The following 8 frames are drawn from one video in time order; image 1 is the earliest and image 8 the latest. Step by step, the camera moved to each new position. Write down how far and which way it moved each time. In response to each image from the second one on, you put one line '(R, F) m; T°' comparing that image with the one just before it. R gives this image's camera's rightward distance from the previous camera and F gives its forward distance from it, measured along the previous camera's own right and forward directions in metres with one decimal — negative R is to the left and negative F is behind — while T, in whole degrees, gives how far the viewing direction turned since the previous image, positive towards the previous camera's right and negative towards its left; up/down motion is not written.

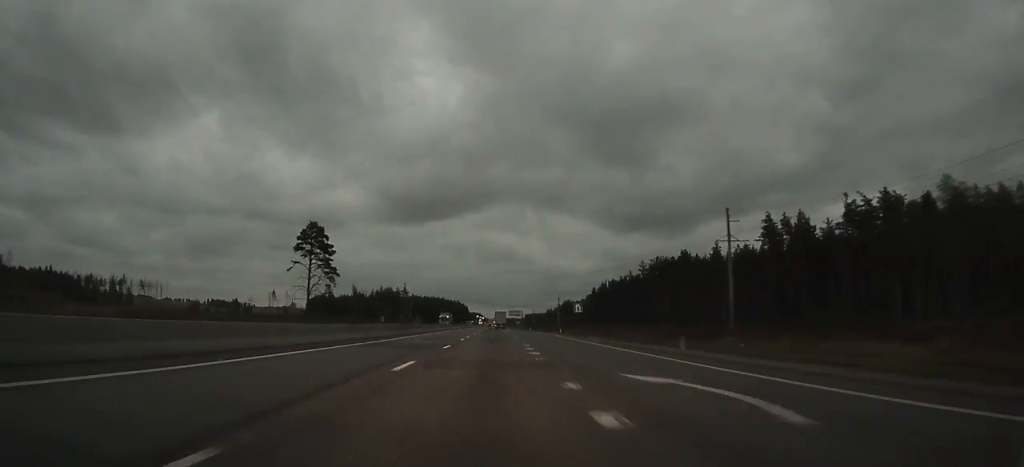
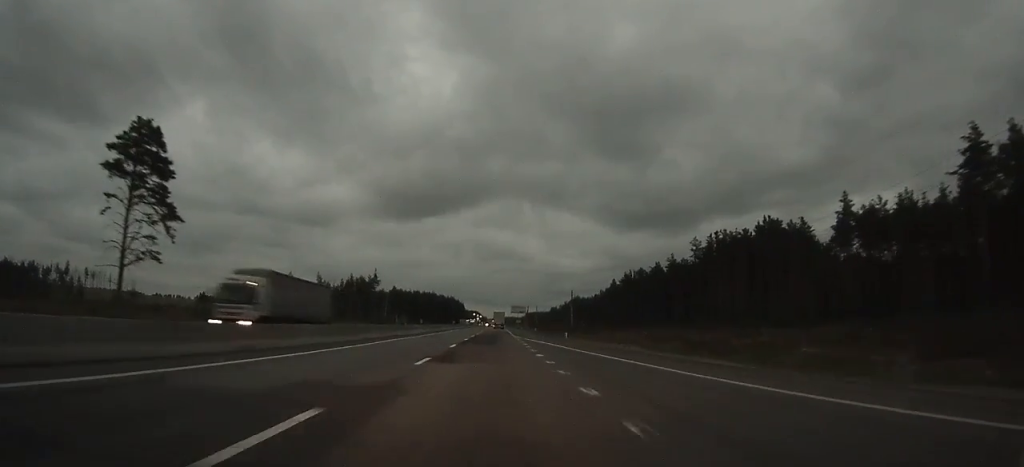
(-0.1, +65.1) m; 0°
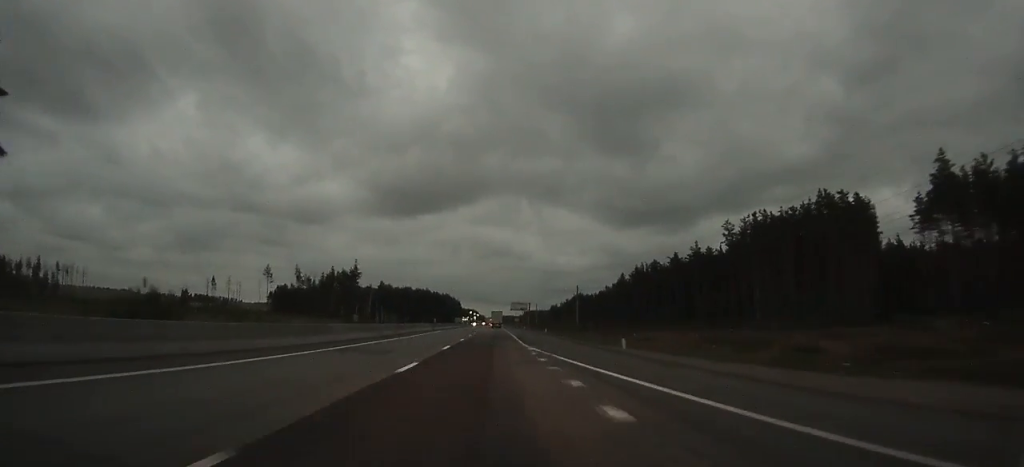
(0.0, +26.9) m; 0°
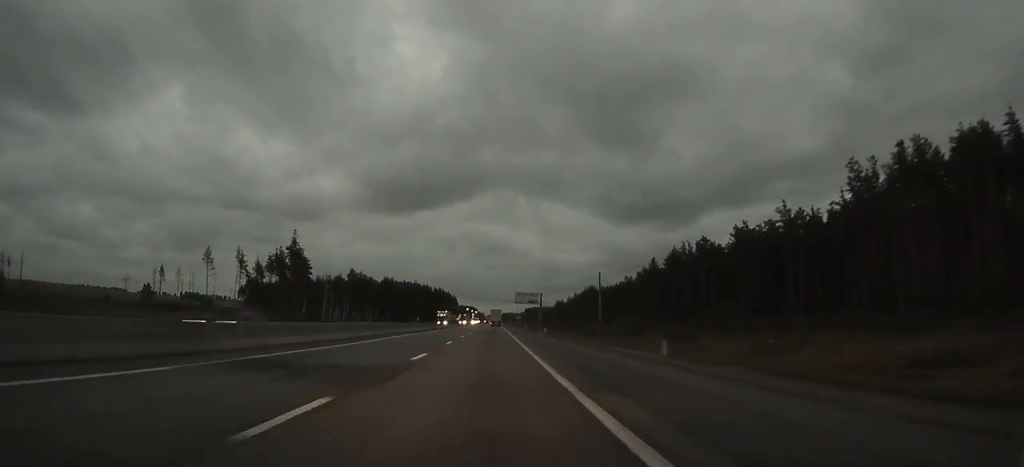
(+0.2, +57.2) m; 0°
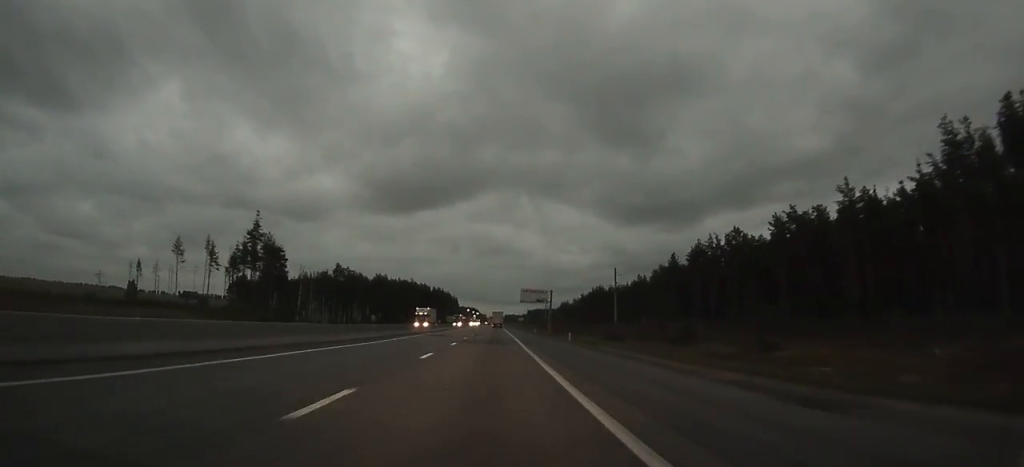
(0.0, +23.1) m; 0°
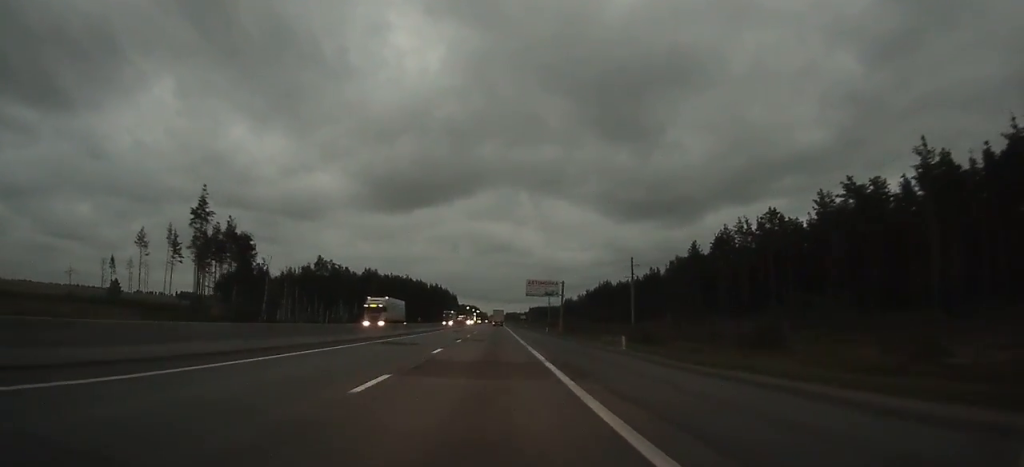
(0.0, +21.4) m; 0°
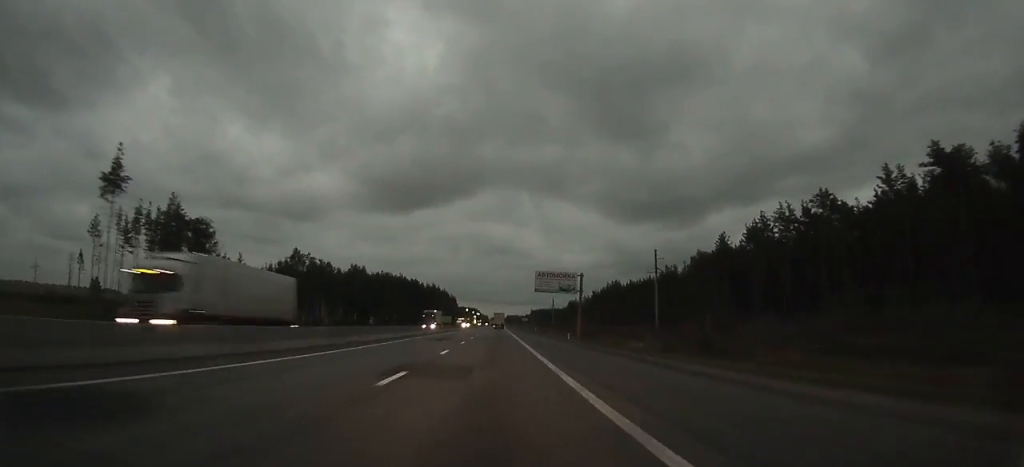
(0.0, +22.7) m; 0°
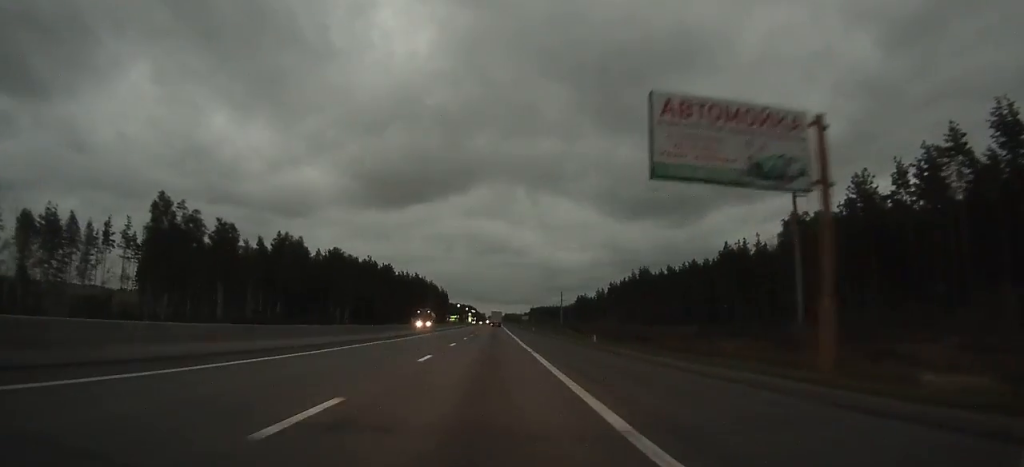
(+0.1, +65.9) m; 0°
